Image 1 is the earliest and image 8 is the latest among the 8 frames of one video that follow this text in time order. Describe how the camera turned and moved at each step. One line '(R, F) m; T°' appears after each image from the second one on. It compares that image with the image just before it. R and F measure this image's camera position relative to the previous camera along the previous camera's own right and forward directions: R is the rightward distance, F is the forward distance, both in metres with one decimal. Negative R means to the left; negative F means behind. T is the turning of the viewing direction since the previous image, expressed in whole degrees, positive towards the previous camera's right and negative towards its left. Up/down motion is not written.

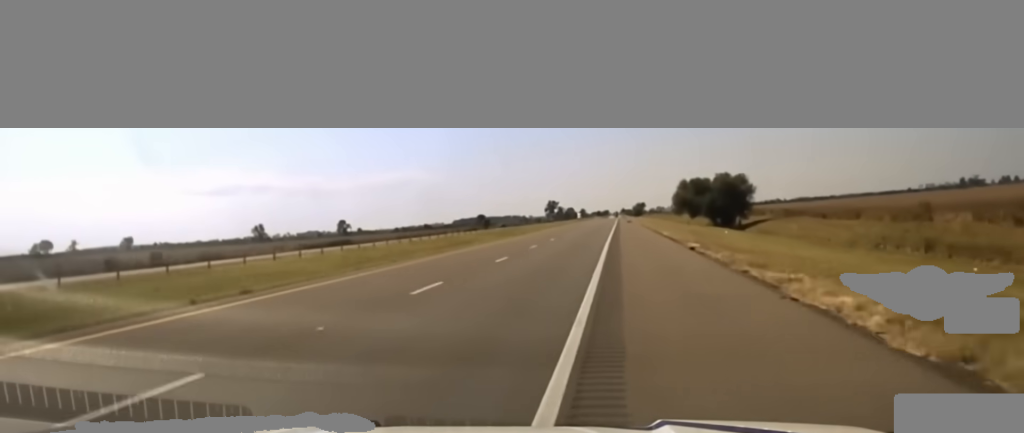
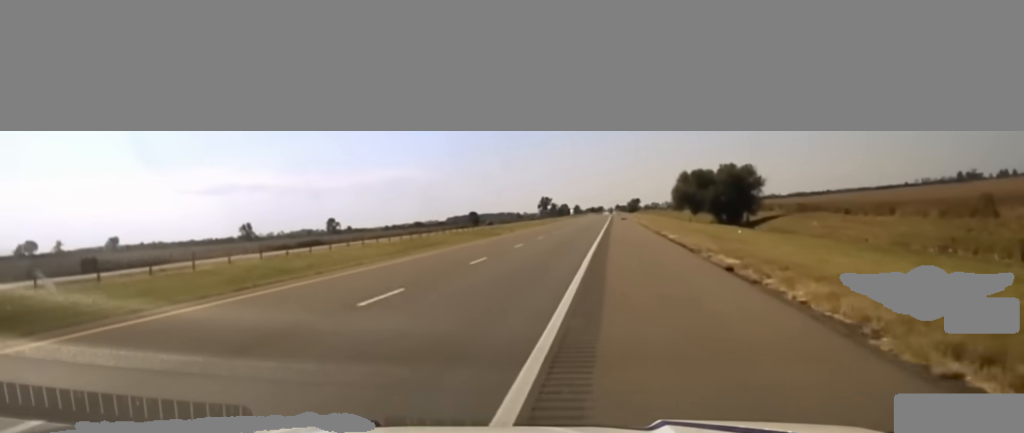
(-0.1, +10.6) m; -1°
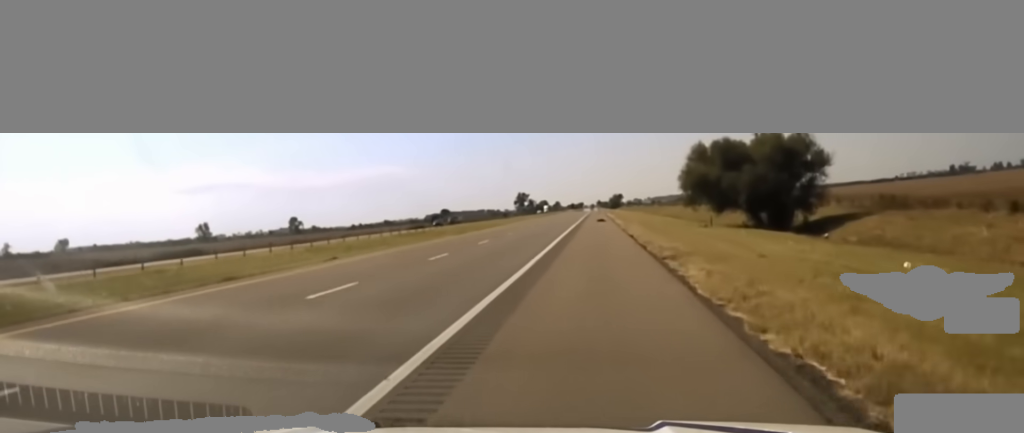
(0.0, +36.2) m; +2°
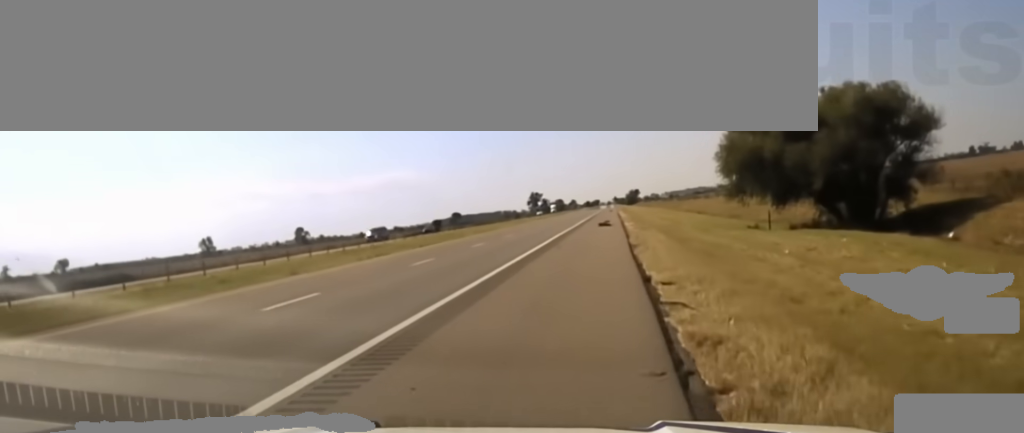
(+0.2, +24.6) m; -3°
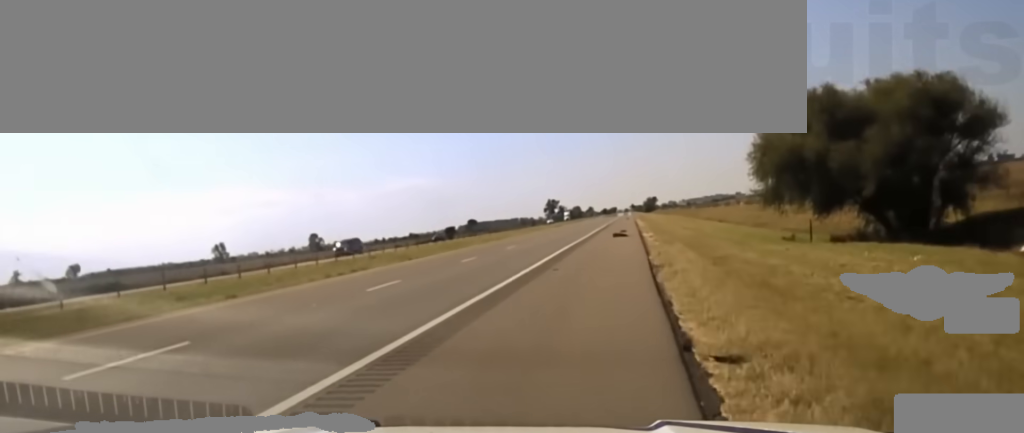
(-0.1, +6.5) m; -5°
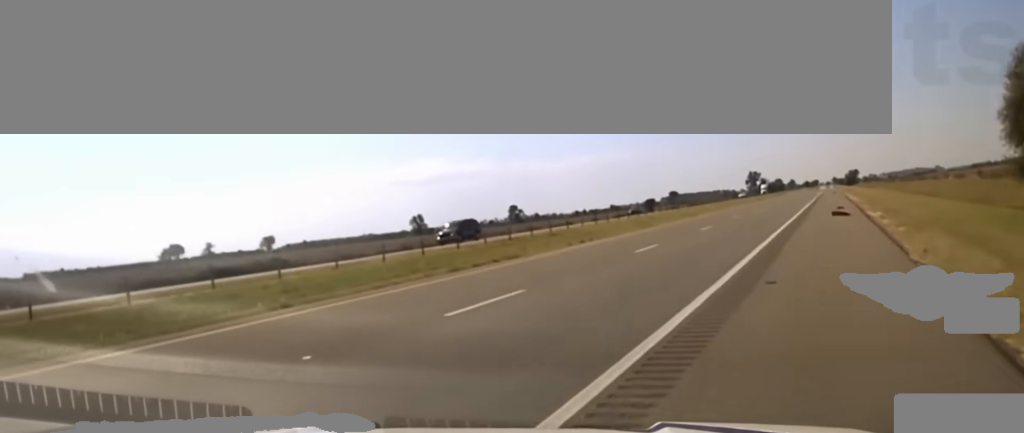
(-0.9, +8.2) m; -38°
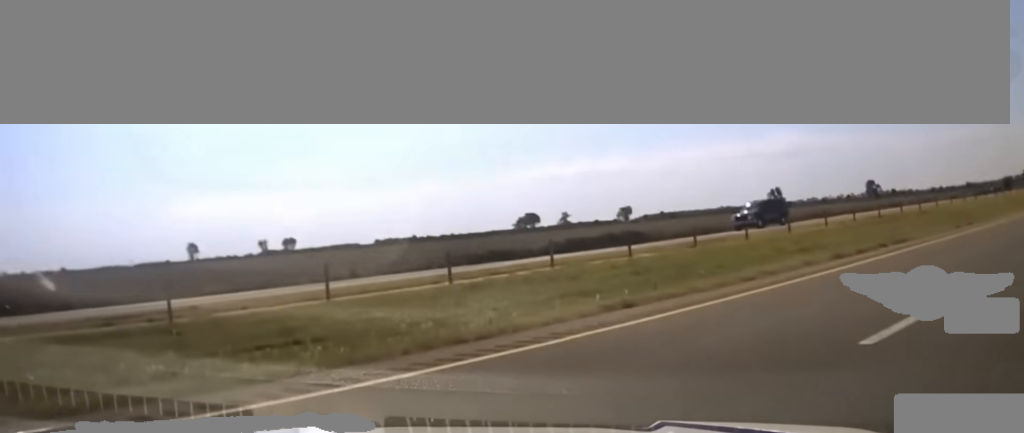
(-0.7, +2.8) m; -41°
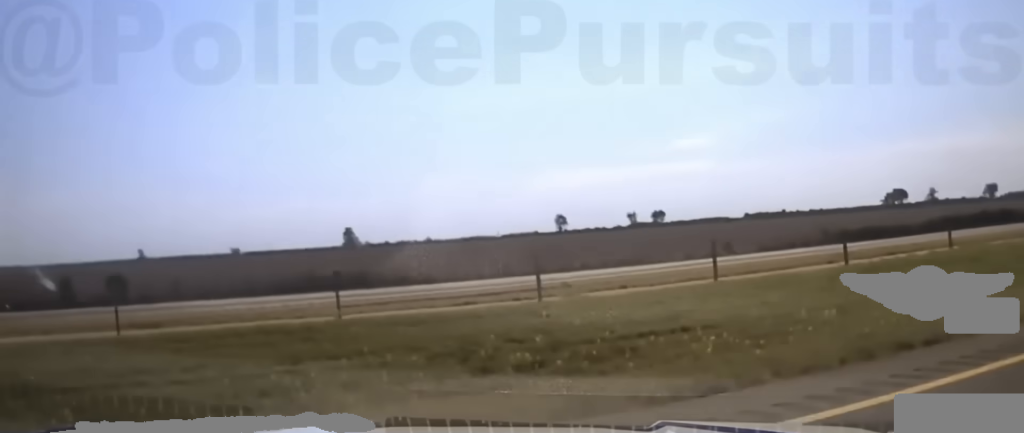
(-2.3, +2.1) m; -31°
